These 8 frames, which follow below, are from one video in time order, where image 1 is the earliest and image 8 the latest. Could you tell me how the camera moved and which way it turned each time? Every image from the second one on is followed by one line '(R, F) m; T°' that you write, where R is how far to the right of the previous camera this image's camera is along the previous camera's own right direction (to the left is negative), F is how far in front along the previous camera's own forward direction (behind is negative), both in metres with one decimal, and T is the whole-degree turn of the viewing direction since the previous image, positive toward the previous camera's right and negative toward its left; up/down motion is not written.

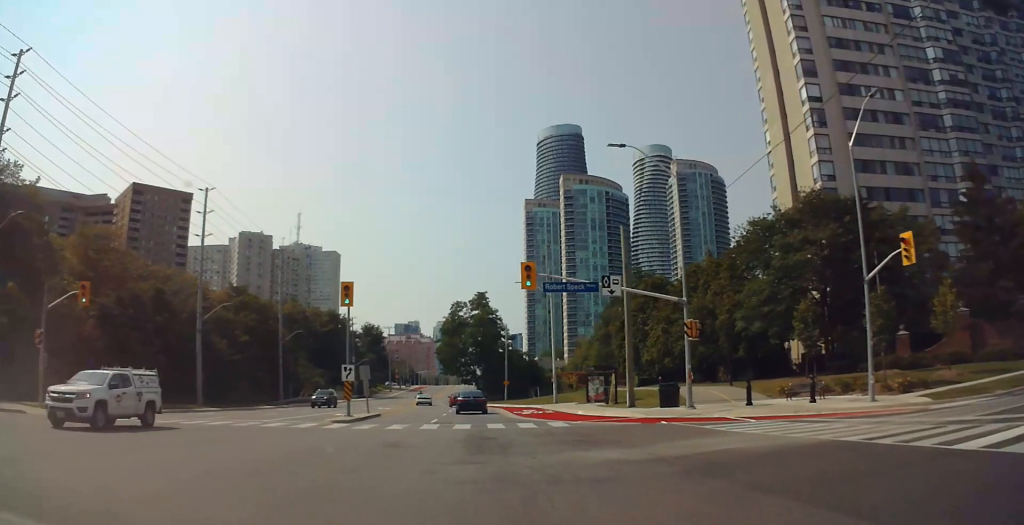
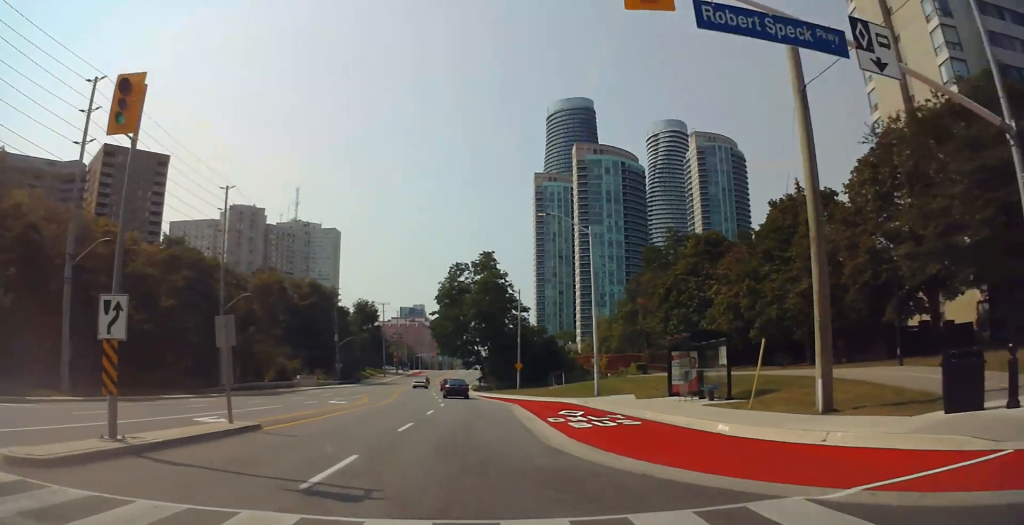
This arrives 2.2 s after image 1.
(+0.4, +15.9) m; +3°
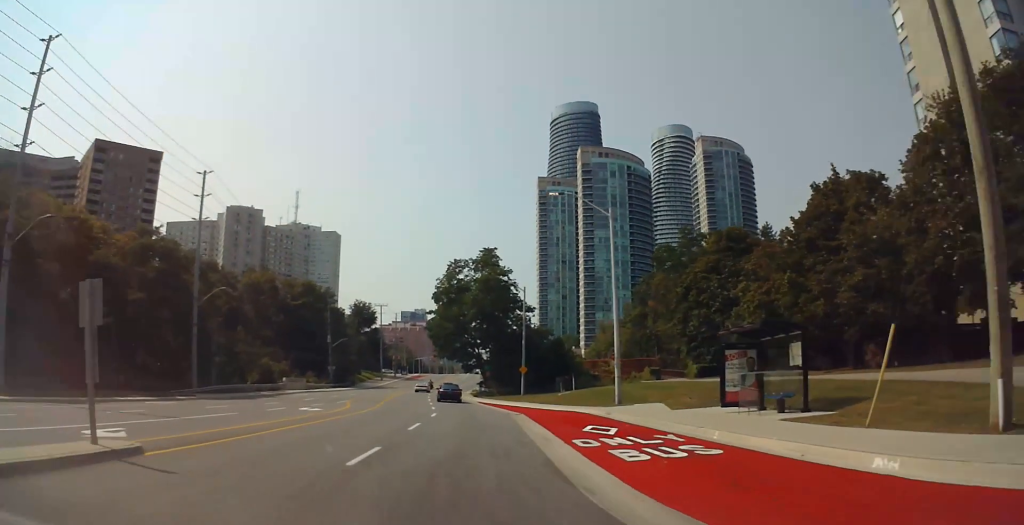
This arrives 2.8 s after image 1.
(+0.2, +5.0) m; -2°
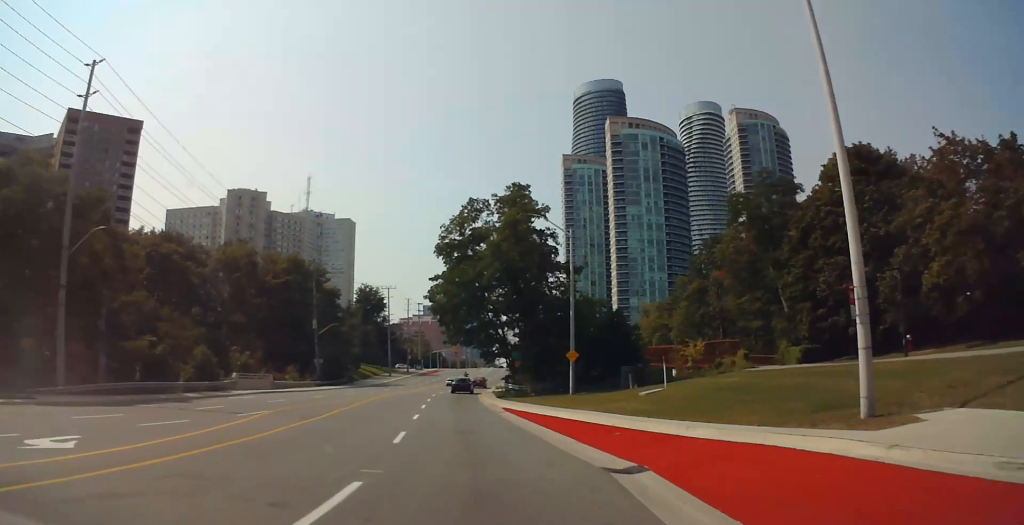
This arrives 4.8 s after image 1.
(-0.1, +18.5) m; +1°
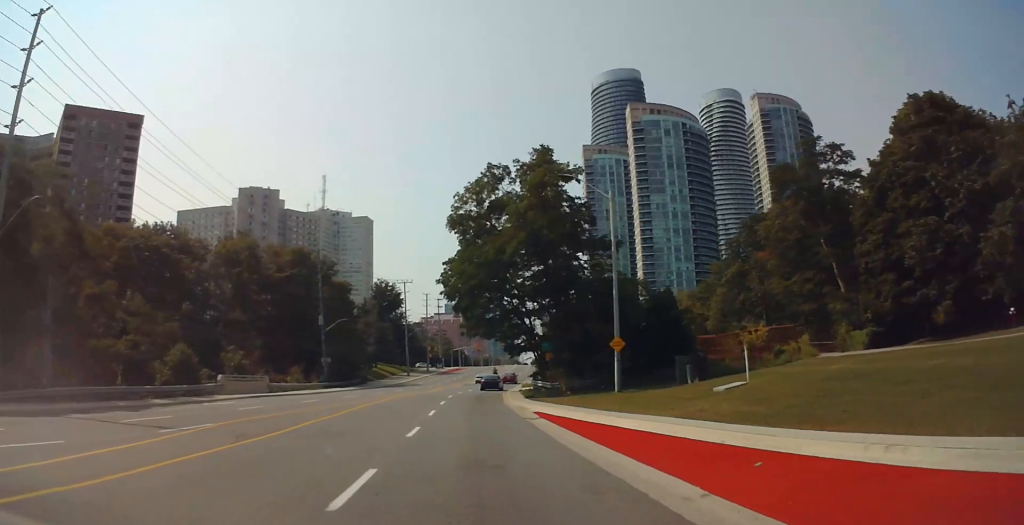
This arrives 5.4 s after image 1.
(-0.3, +6.9) m; +1°
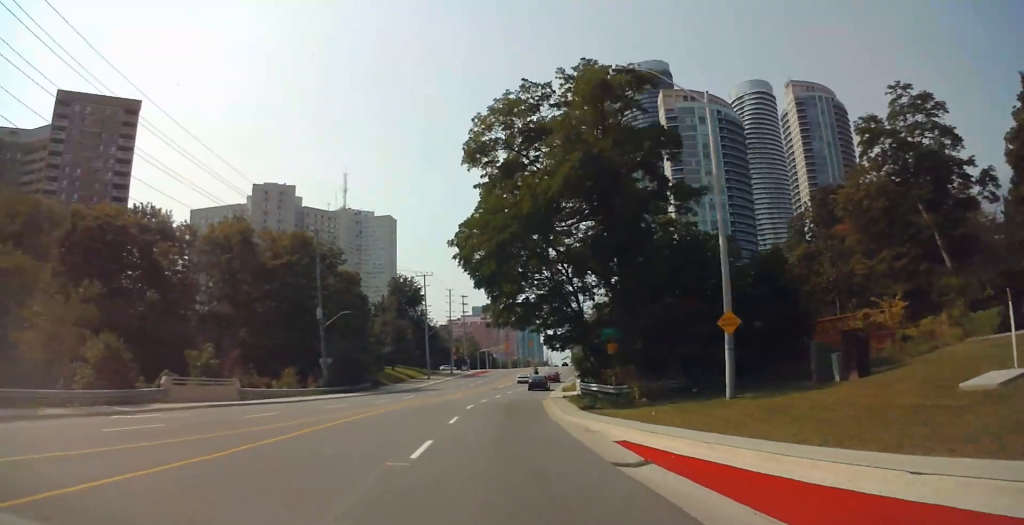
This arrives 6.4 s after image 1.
(+0.3, +11.3) m; 0°
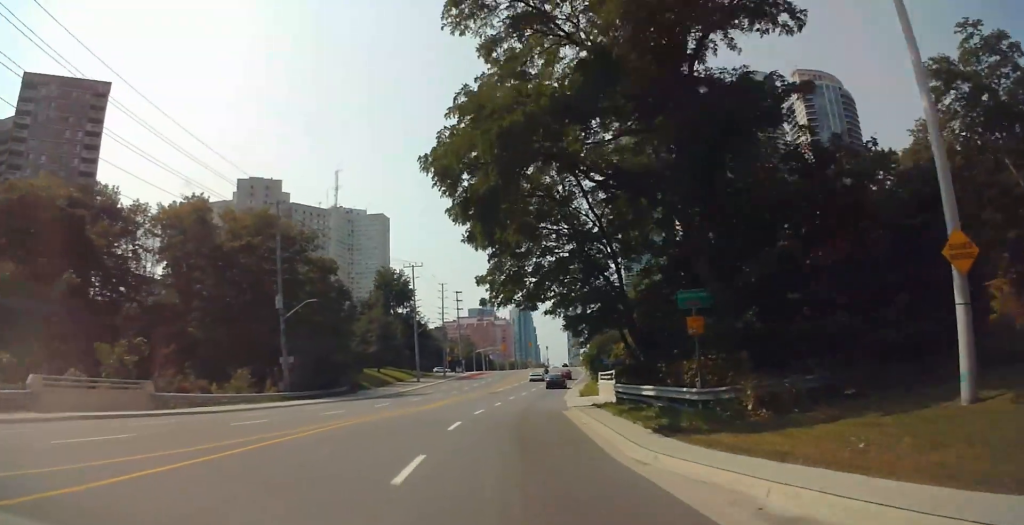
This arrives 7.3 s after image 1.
(-0.2, +10.7) m; -1°
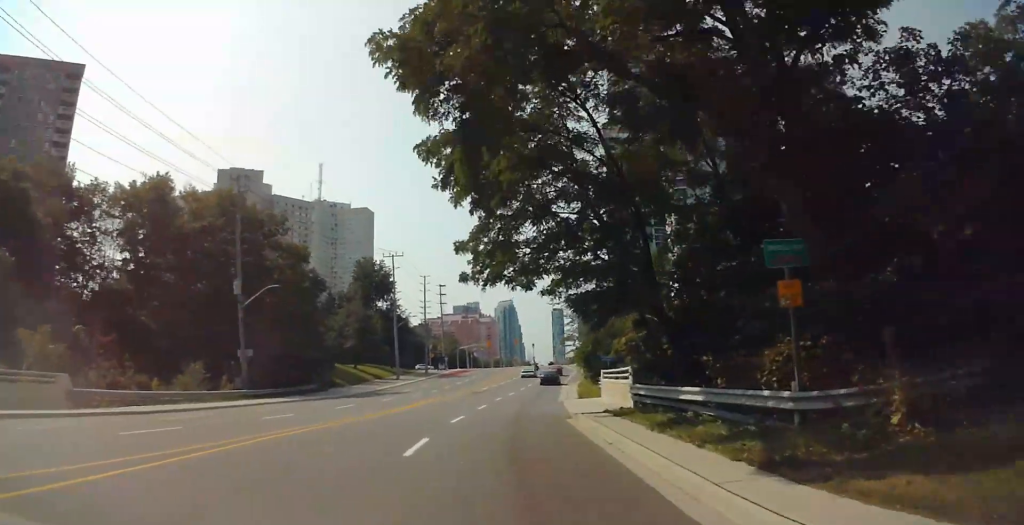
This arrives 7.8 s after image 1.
(-0.2, +5.7) m; -1°
